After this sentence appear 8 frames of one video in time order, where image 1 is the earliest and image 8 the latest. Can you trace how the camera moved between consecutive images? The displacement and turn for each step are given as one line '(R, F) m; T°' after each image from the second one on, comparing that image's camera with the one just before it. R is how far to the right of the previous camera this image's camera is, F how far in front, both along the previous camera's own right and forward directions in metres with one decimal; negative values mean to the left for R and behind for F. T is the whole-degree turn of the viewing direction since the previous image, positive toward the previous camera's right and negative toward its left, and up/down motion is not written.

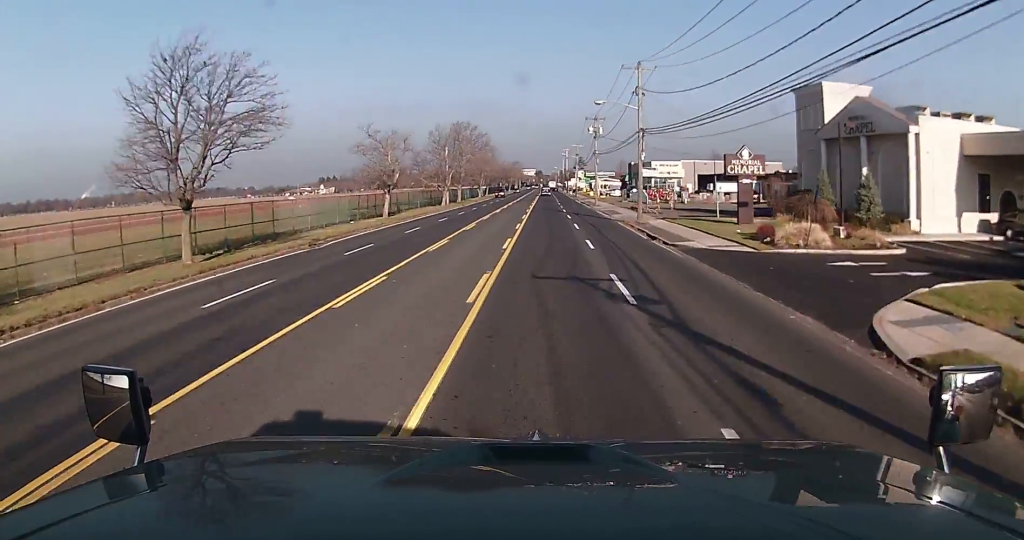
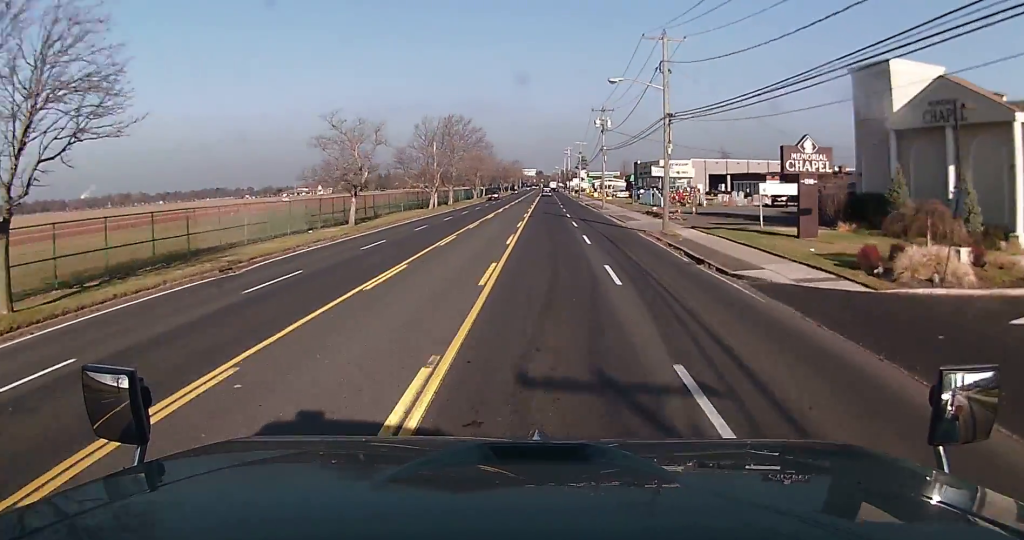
(+0.2, +9.6) m; 0°
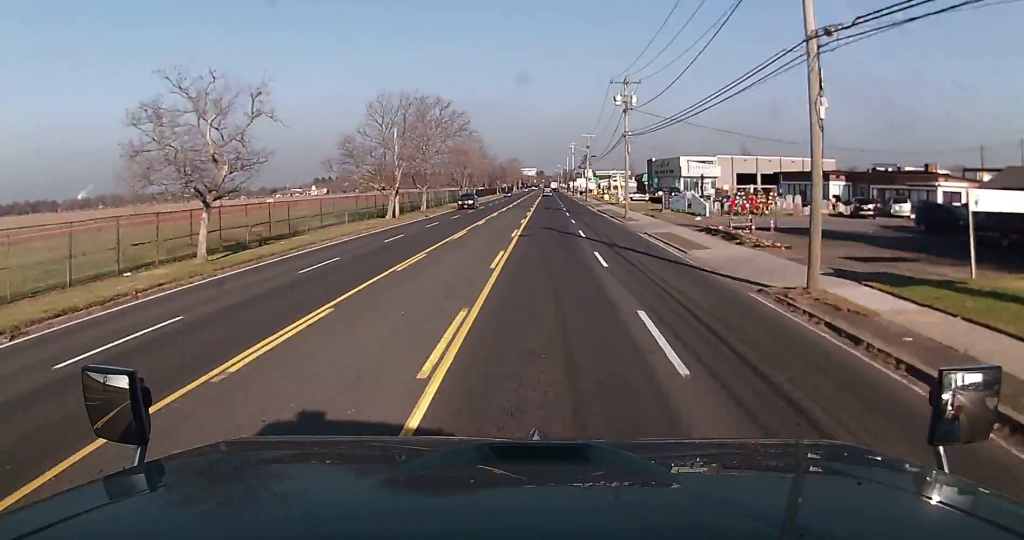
(0.0, +19.9) m; -1°
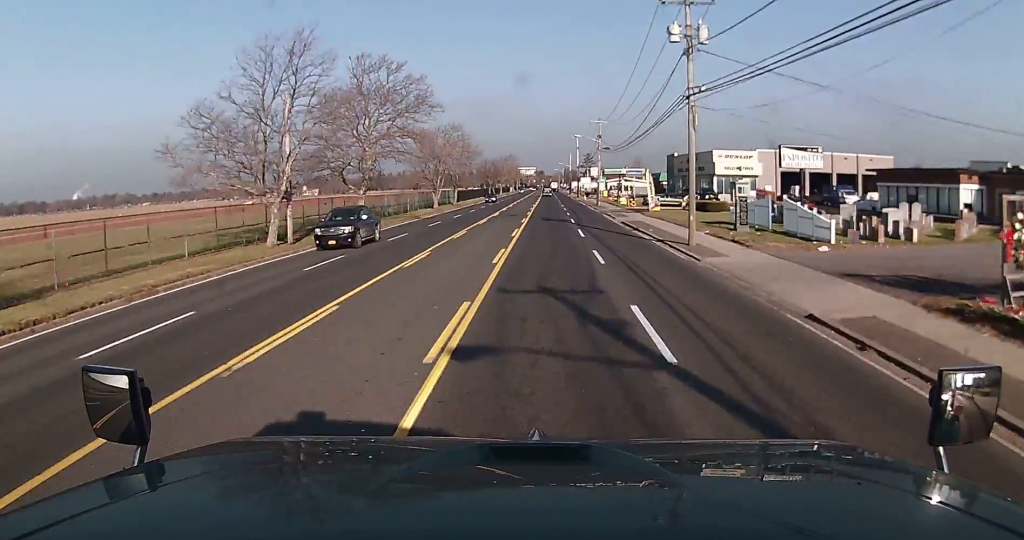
(-0.2, +23.5) m; 0°
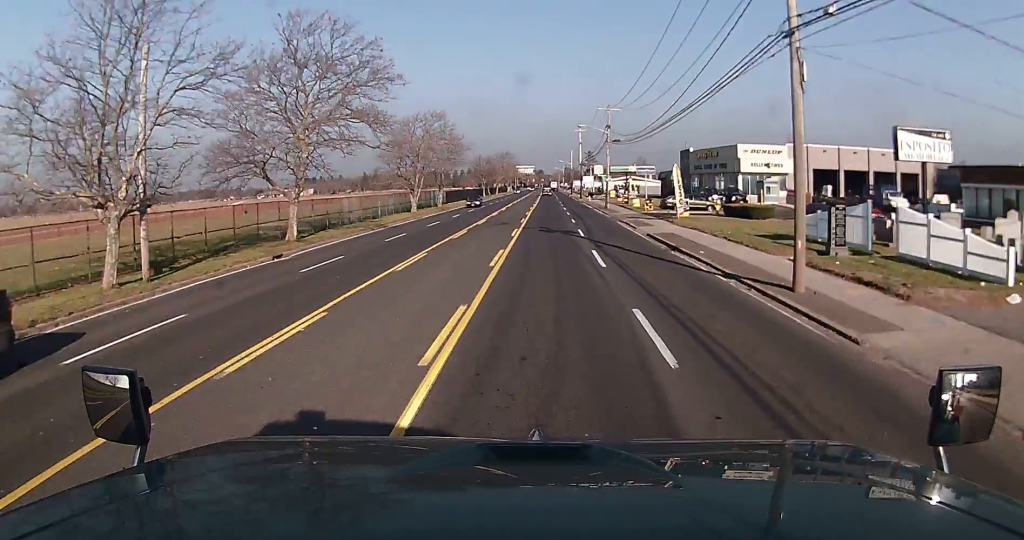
(0.0, +12.6) m; 0°
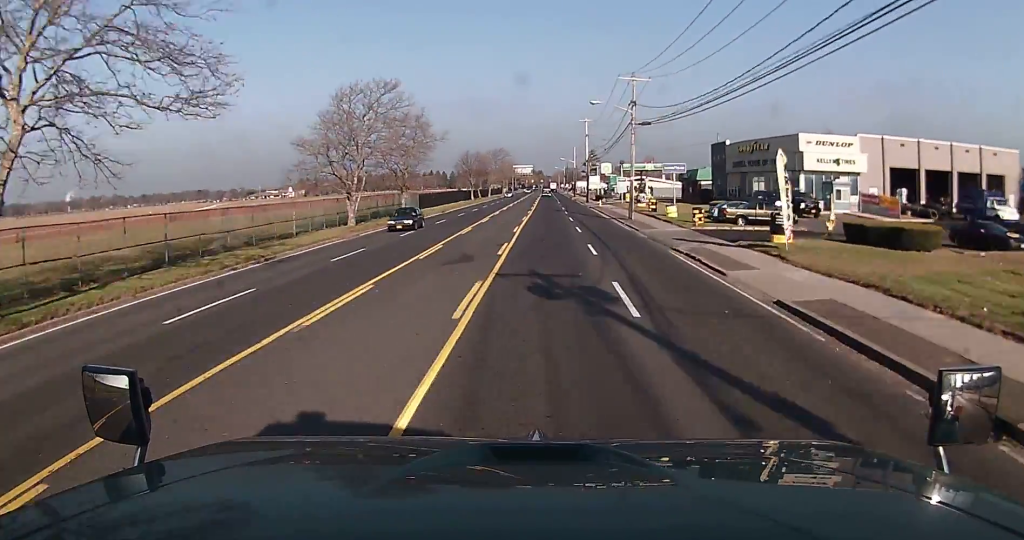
(+0.1, +20.9) m; +1°
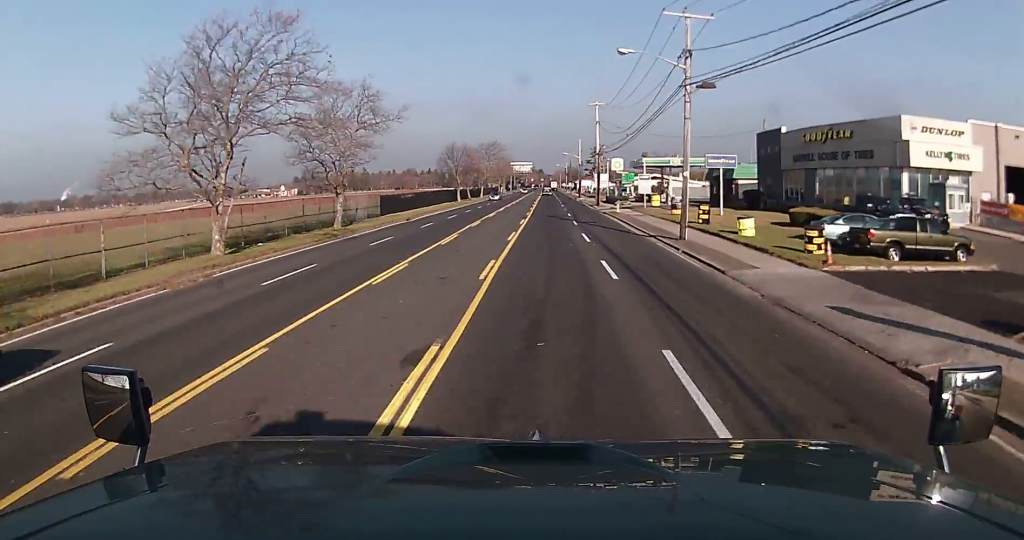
(+0.1, +19.0) m; +1°
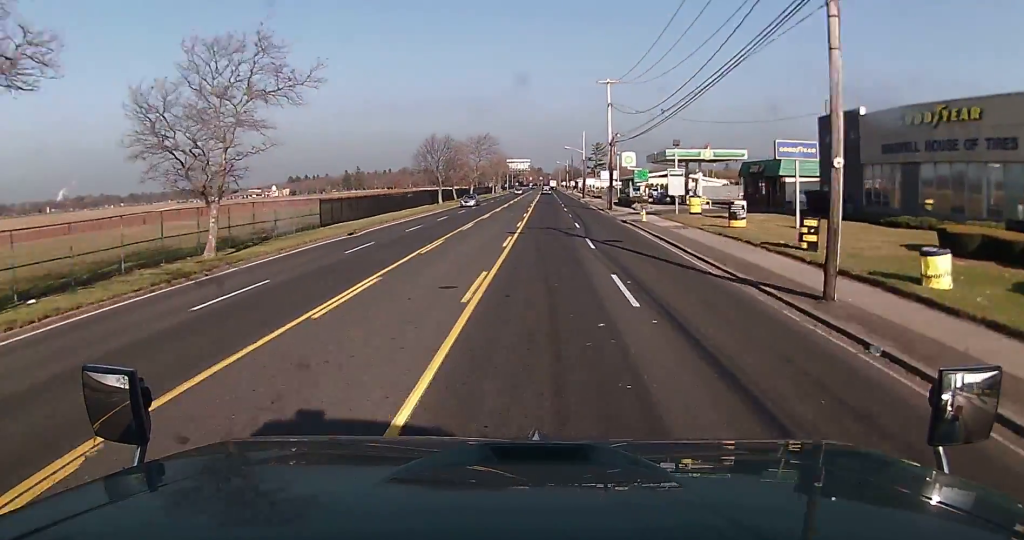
(+0.2, +16.3) m; 0°
